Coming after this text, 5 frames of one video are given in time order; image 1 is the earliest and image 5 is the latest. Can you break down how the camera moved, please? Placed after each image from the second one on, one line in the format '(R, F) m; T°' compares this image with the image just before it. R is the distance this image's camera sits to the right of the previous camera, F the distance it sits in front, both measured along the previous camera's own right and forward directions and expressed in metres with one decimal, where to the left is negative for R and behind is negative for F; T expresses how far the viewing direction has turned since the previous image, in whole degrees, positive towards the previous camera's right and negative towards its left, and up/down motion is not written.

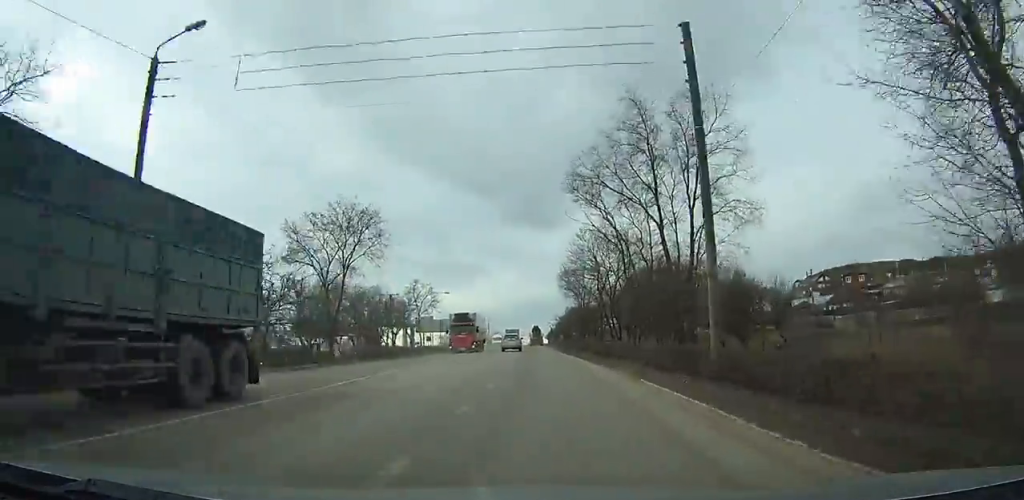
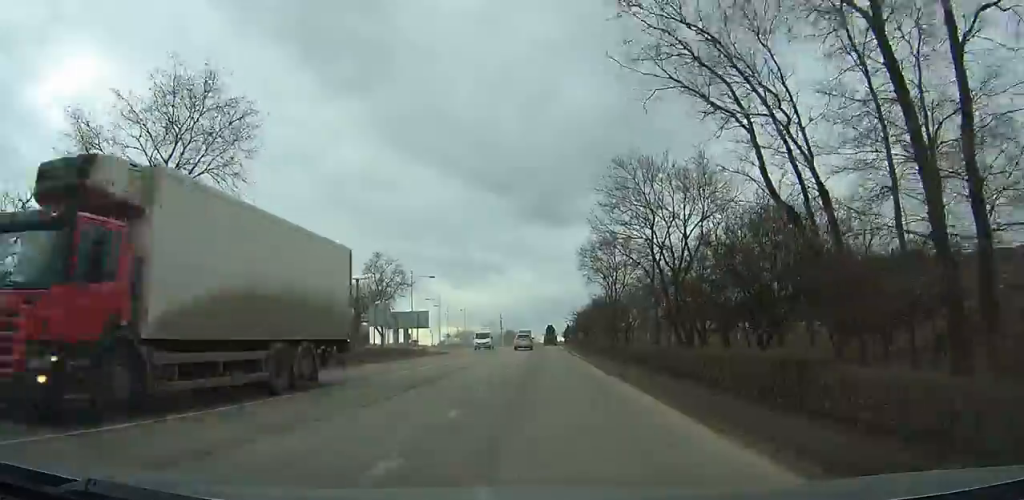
(+0.4, +20.6) m; +1°
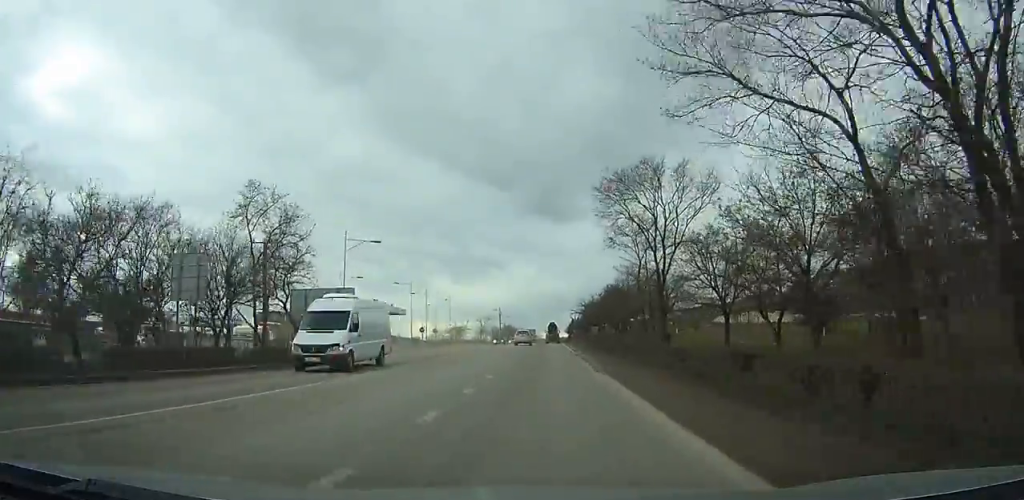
(-0.1, +21.7) m; -1°
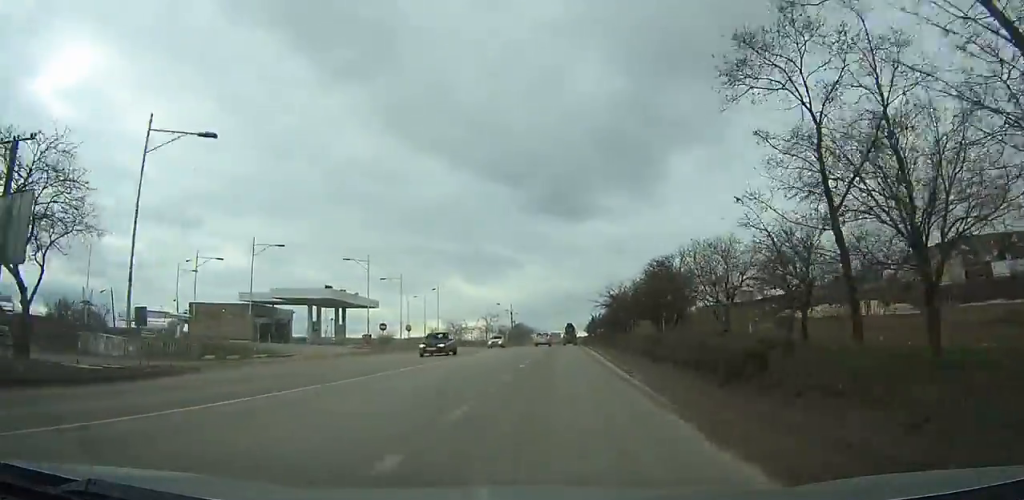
(-0.1, +24.8) m; 0°
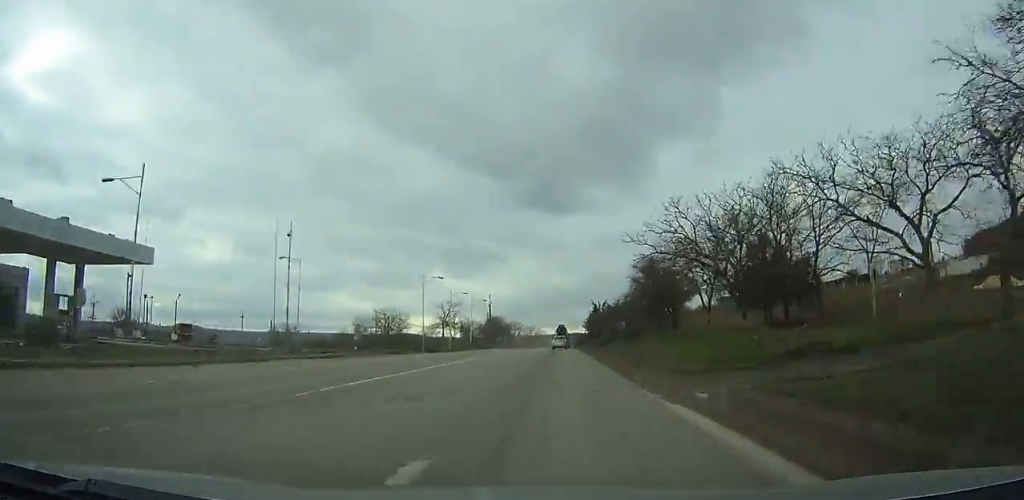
(+0.2, +45.8) m; +1°
